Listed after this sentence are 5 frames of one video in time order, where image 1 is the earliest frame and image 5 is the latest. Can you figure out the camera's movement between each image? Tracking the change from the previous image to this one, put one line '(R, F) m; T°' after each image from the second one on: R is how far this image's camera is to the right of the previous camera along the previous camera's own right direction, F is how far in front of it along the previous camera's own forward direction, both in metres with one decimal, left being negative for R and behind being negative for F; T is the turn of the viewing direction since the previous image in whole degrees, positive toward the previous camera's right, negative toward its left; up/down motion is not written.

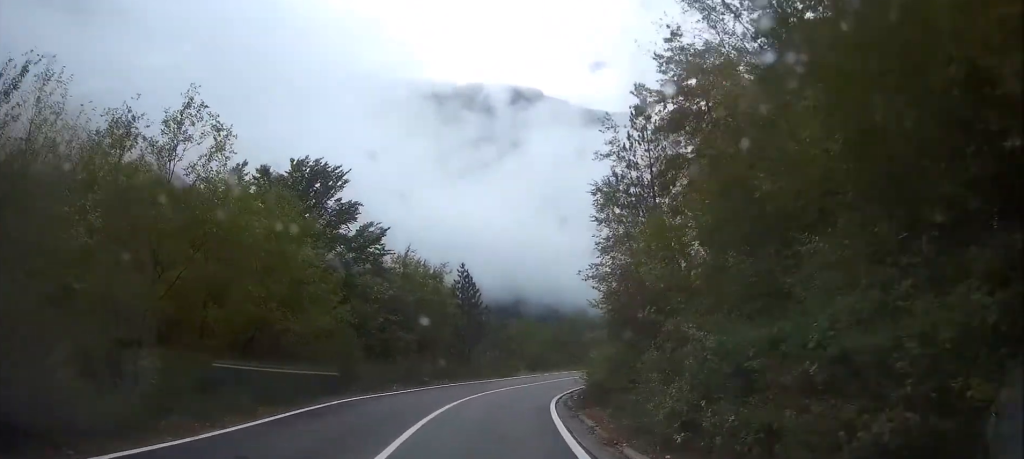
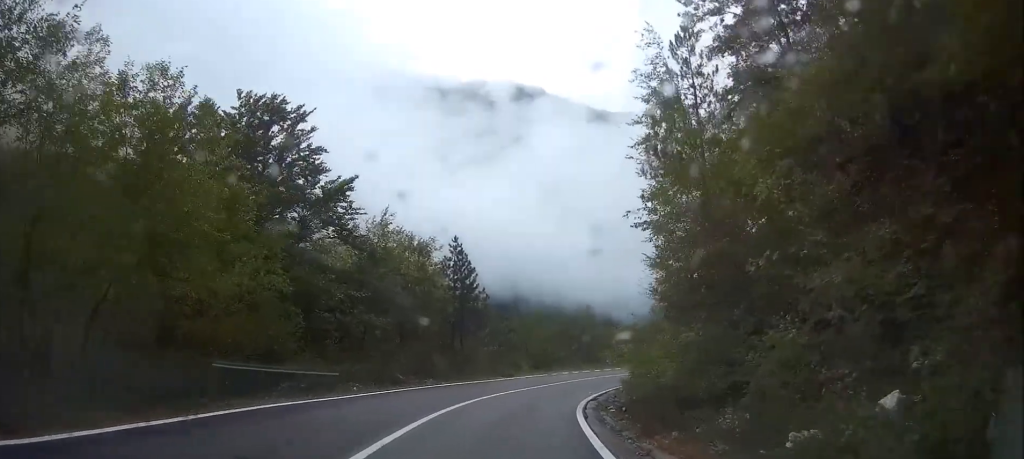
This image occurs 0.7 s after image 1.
(+0.4, +8.7) m; +2°
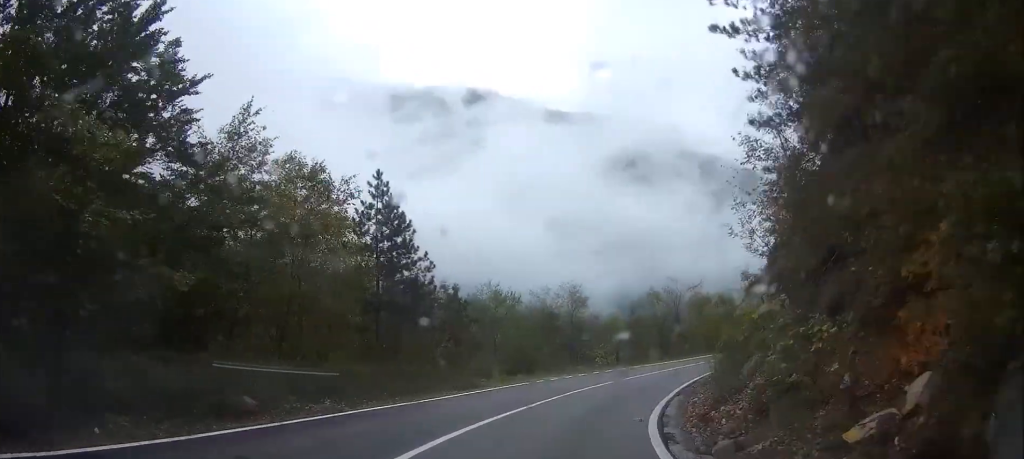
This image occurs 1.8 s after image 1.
(+0.1, +14.4) m; +5°
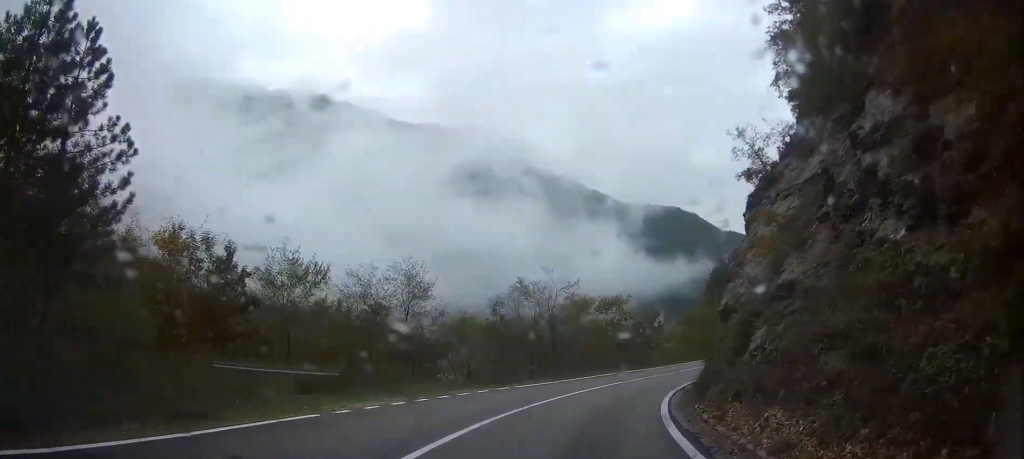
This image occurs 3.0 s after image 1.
(+1.7, +13.2) m; +17°
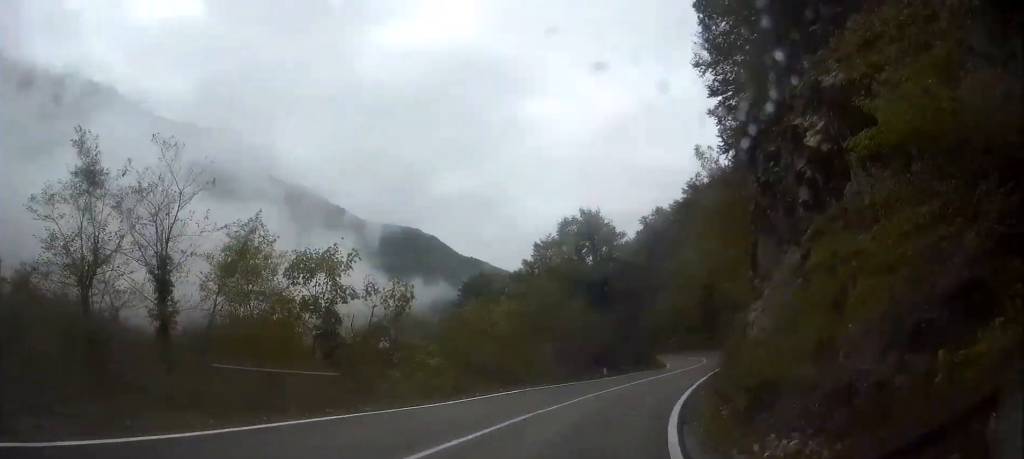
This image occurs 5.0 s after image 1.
(+4.8, +22.2) m; +23°
